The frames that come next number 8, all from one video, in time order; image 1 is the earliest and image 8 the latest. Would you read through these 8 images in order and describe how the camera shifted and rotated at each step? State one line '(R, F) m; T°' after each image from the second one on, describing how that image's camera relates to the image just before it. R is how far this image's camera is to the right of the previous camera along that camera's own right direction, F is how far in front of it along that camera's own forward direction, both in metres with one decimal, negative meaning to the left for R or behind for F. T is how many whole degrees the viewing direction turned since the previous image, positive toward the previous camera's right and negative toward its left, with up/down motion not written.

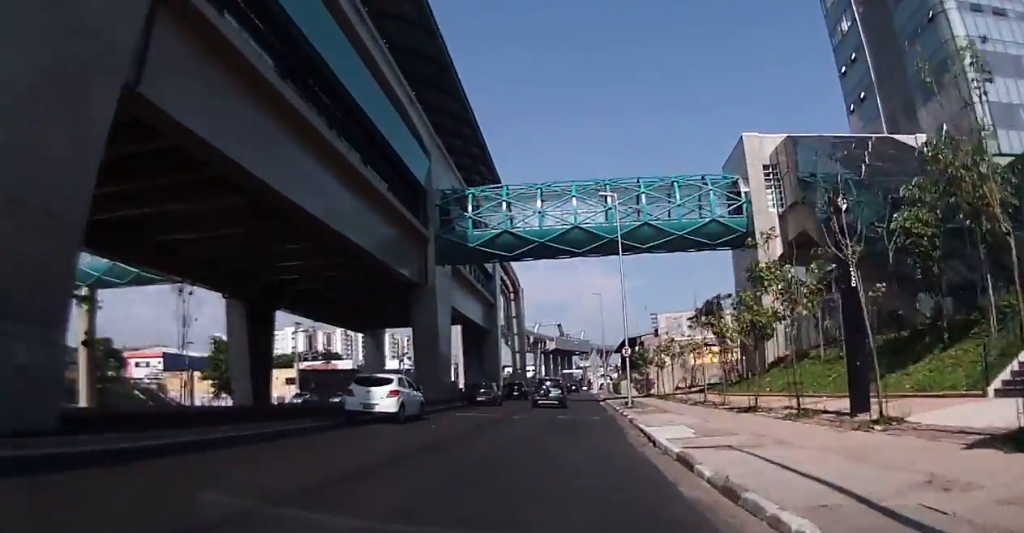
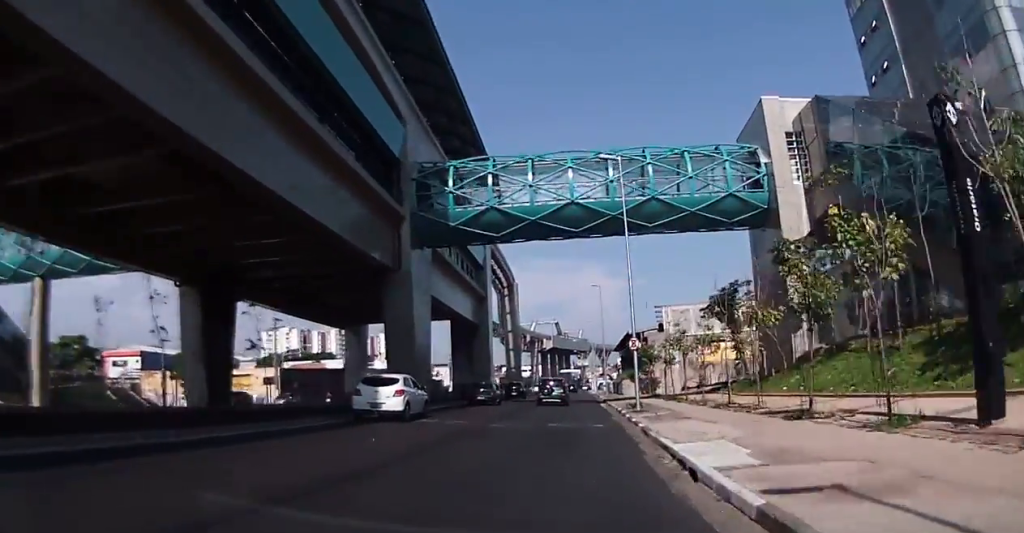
(+0.3, +5.7) m; 0°
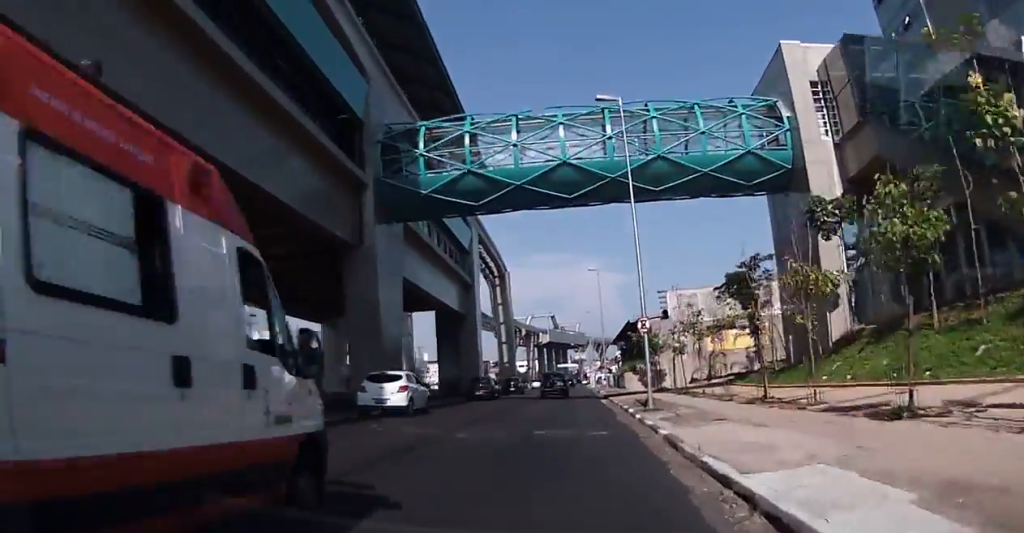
(+0.1, +5.7) m; 0°
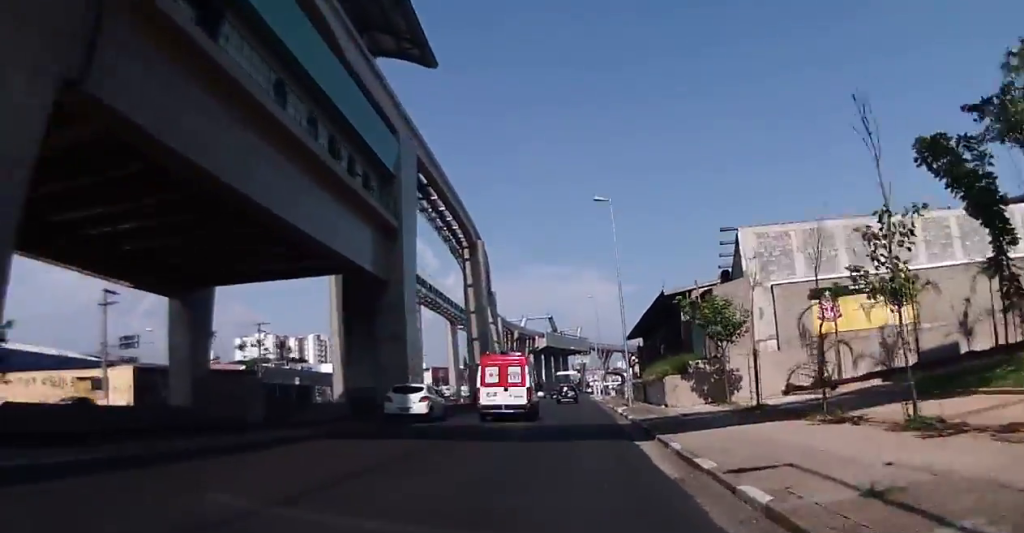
(0.0, +25.6) m; +2°
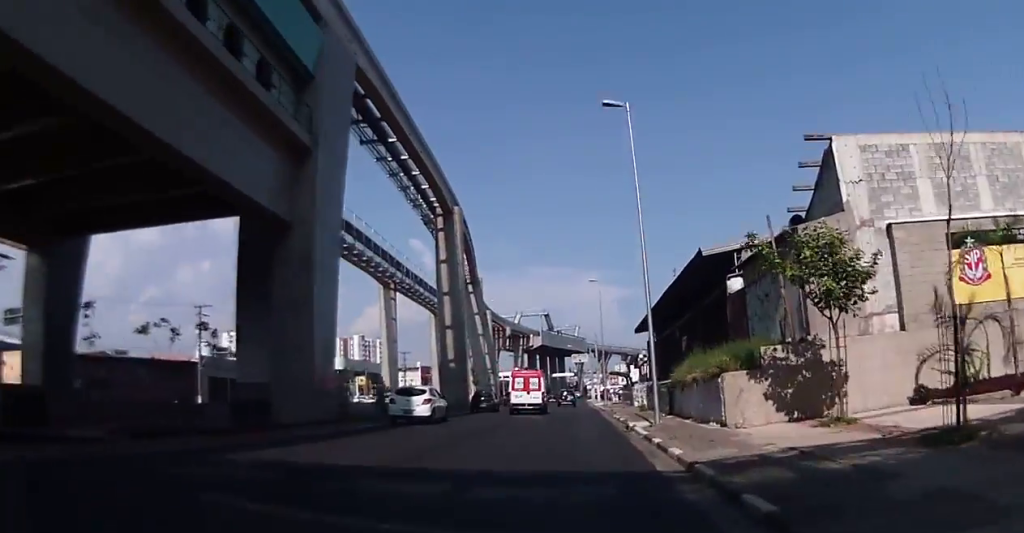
(-0.1, +12.5) m; -2°
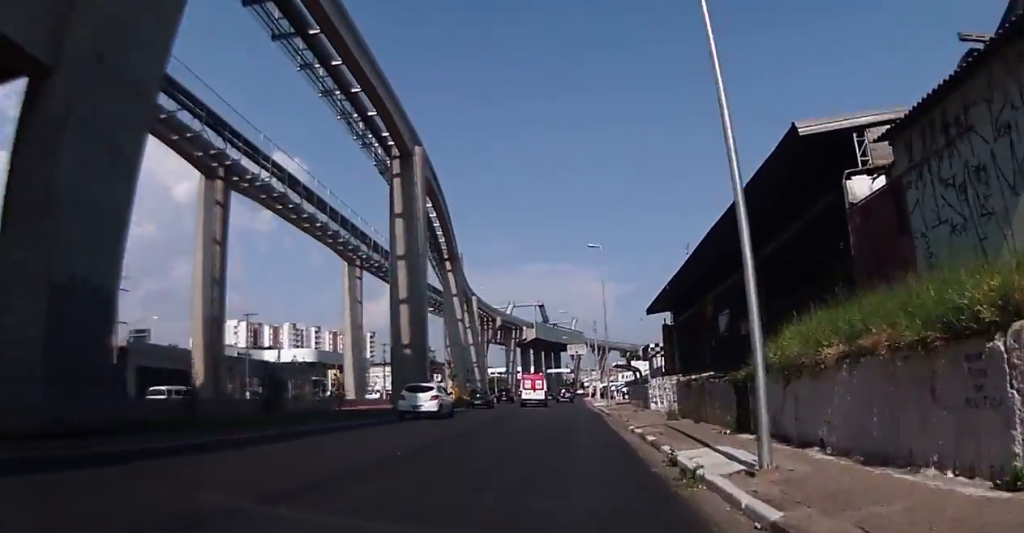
(-0.3, +12.9) m; 0°
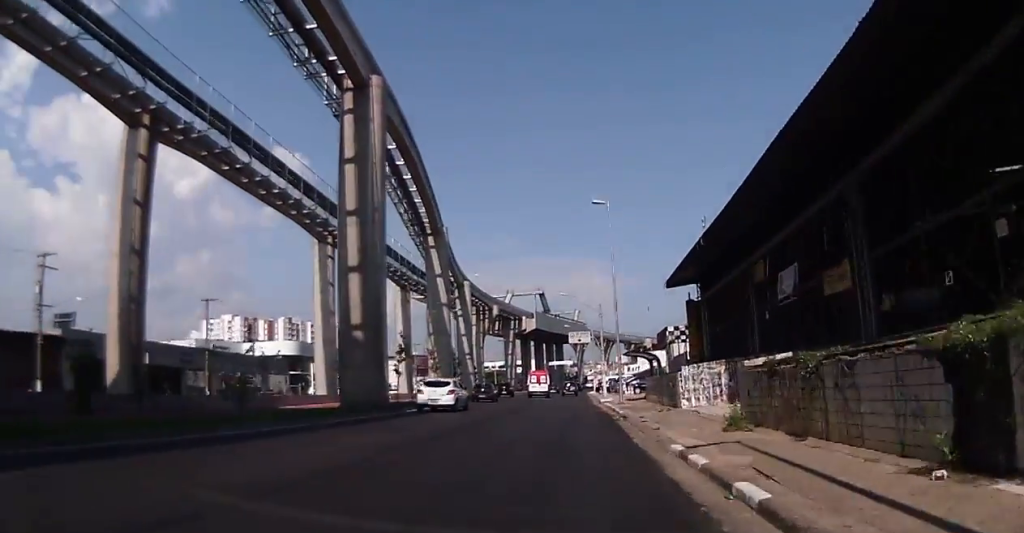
(+0.2, +9.5) m; +1°
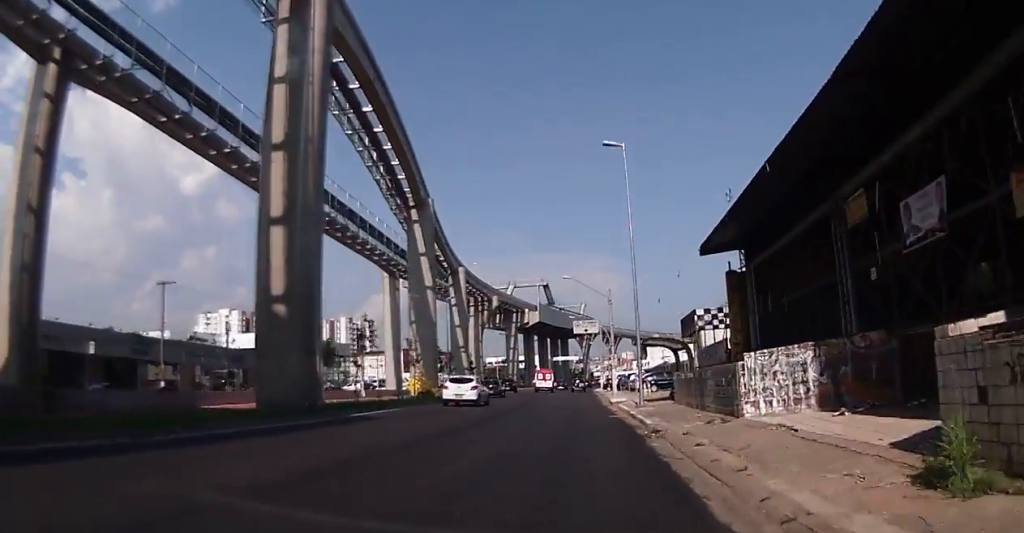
(+0.1, +8.9) m; -2°
